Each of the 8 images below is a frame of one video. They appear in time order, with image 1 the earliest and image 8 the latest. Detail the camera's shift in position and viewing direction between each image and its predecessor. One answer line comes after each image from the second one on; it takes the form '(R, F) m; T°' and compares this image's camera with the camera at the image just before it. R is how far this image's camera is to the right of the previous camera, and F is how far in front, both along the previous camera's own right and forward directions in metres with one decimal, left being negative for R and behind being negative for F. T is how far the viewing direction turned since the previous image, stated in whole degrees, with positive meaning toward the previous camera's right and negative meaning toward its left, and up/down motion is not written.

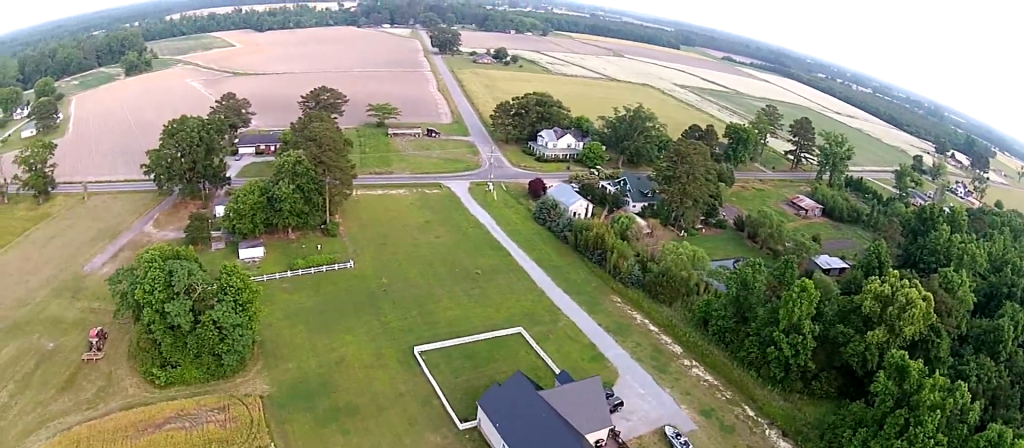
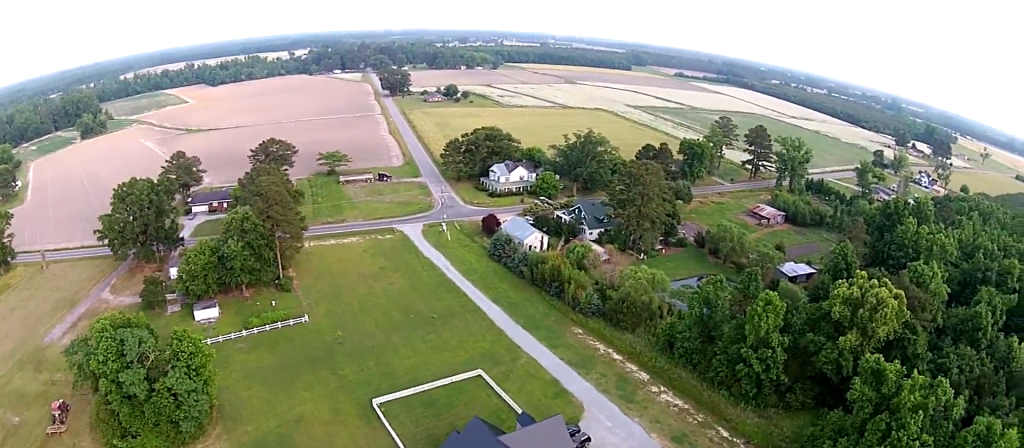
(0.0, +4.1) m; 0°
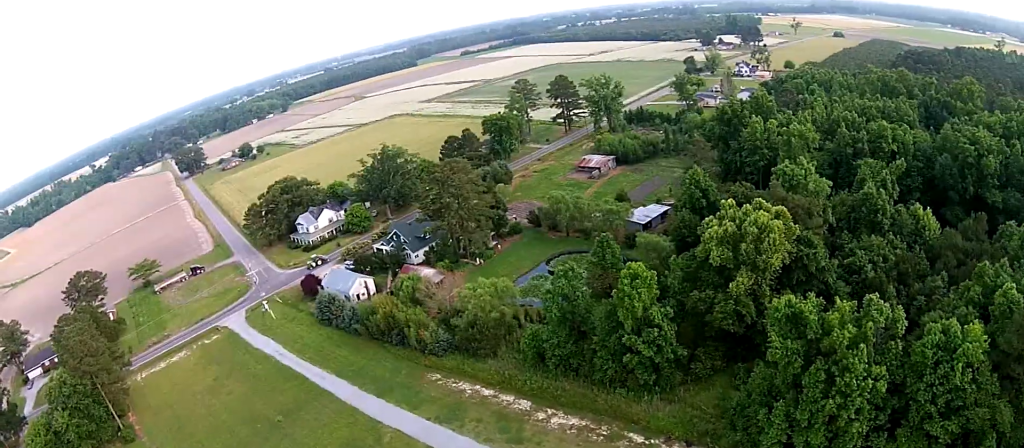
(0.0, +18.8) m; +1°
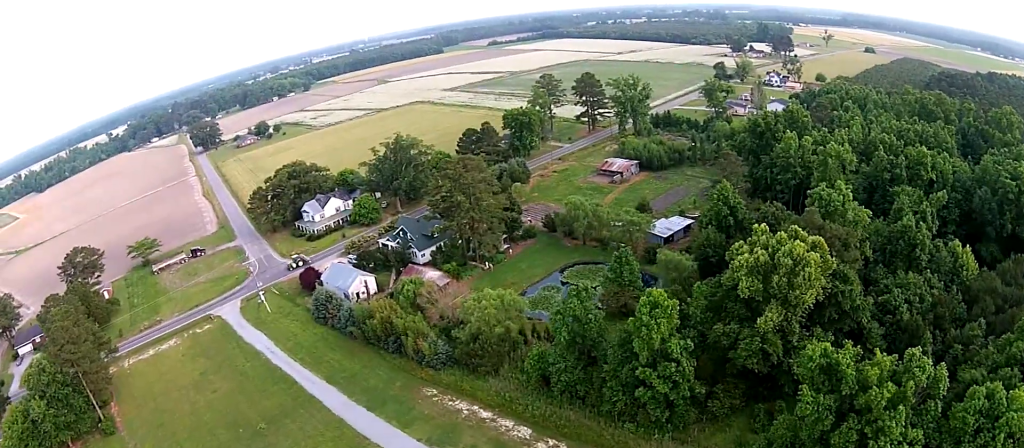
(+0.1, +9.2) m; +1°
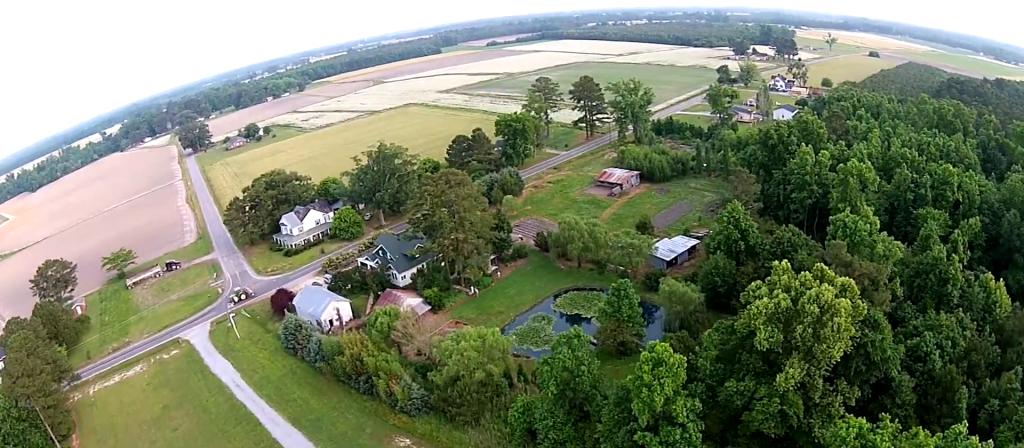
(+0.1, +12.7) m; 0°
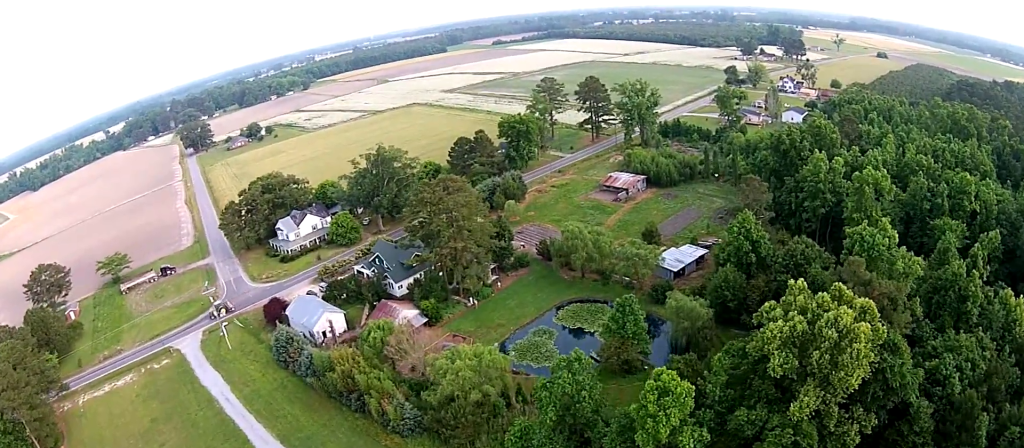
(0.0, +5.1) m; 0°
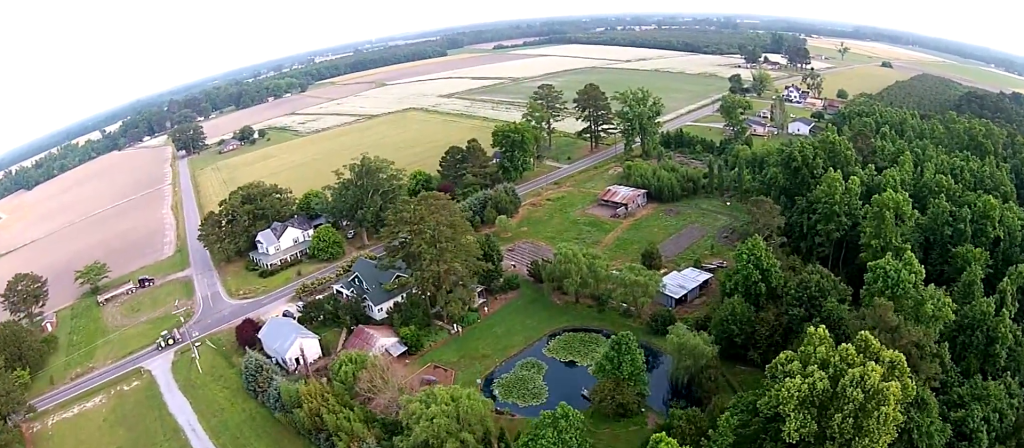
(-0.1, +9.9) m; +1°
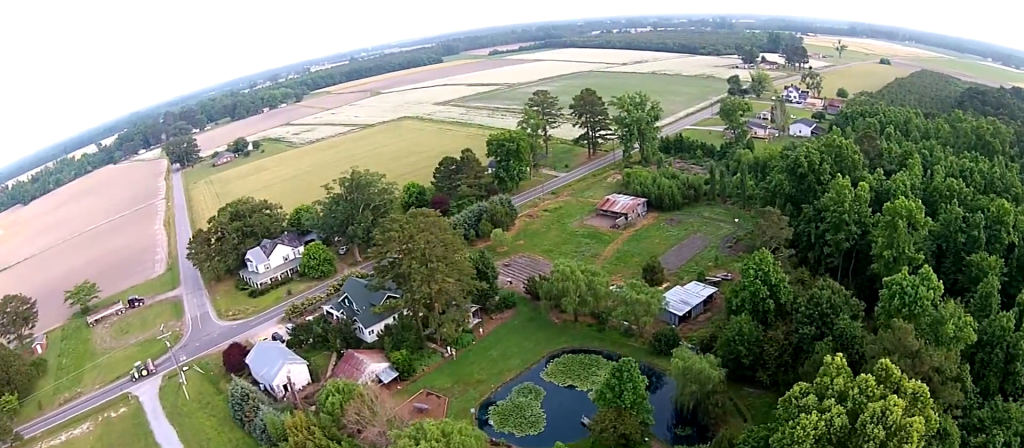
(+0.1, +5.4) m; +2°
